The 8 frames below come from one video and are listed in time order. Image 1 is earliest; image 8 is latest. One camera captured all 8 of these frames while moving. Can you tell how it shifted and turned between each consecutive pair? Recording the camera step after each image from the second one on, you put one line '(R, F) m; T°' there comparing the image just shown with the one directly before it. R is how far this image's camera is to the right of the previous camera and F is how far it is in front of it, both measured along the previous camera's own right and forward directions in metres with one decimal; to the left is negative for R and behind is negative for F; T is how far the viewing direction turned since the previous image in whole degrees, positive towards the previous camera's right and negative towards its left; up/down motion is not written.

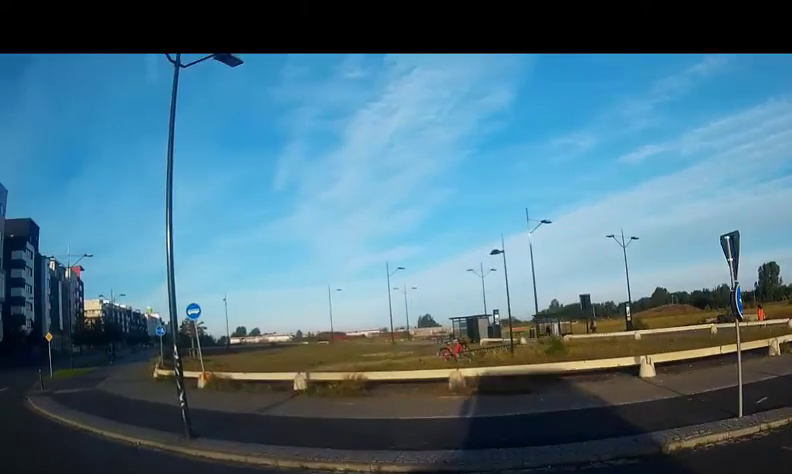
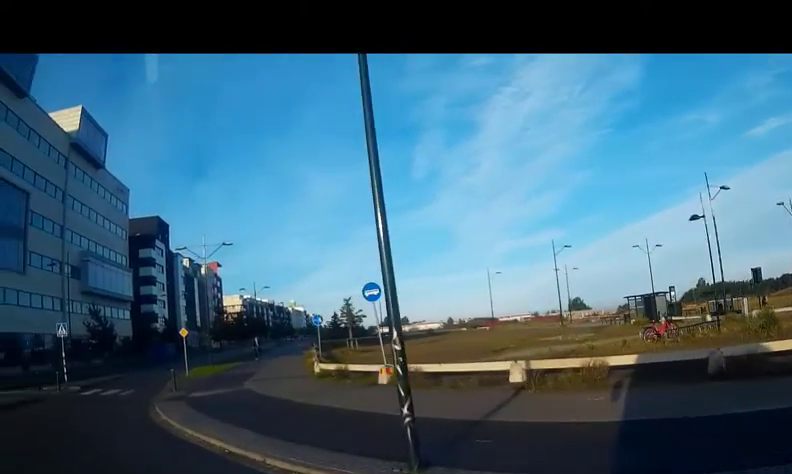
(-0.5, +2.8) m; -15°
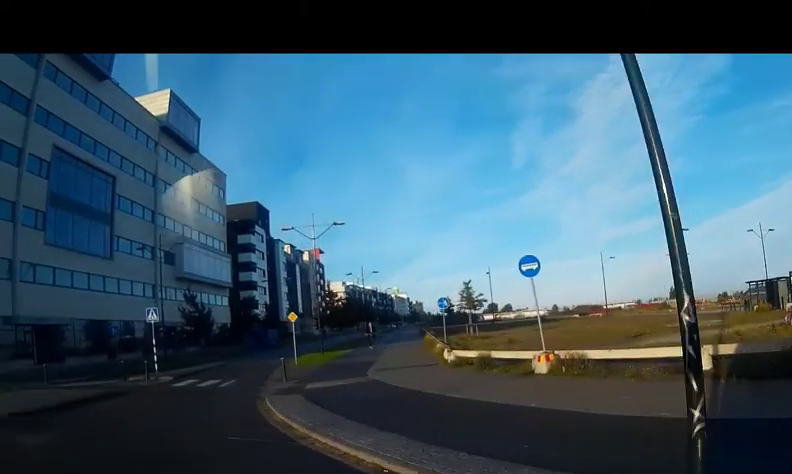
(-0.3, +2.4) m; -7°
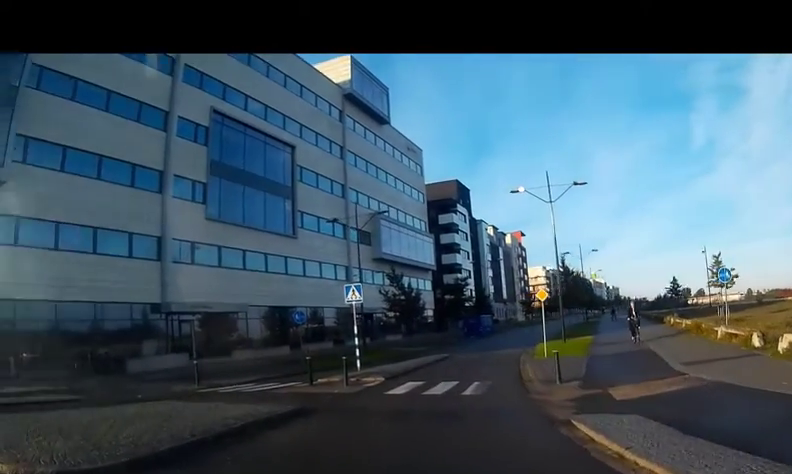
(-0.4, +6.0) m; +1°
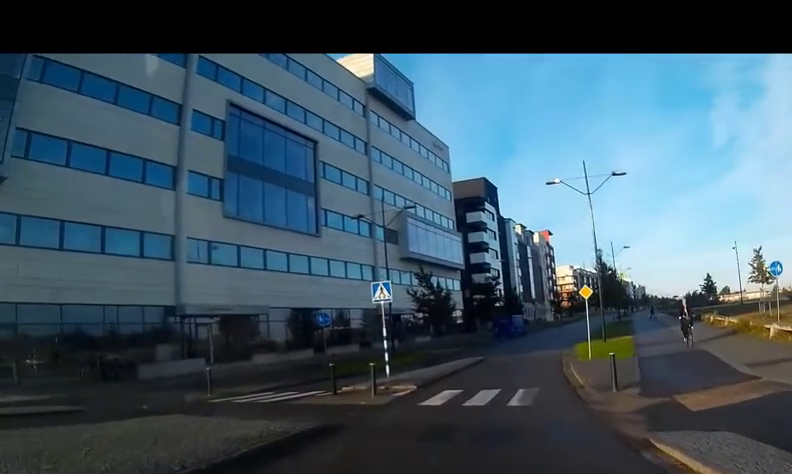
(+0.1, +1.6) m; +2°
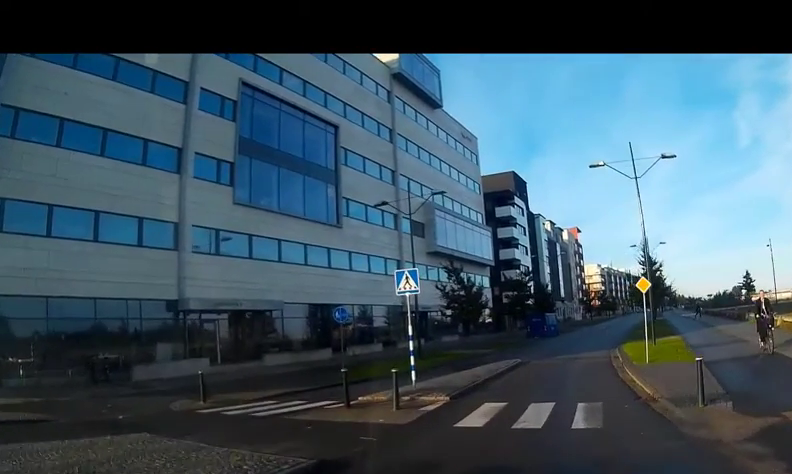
(+0.1, +2.6) m; +3°
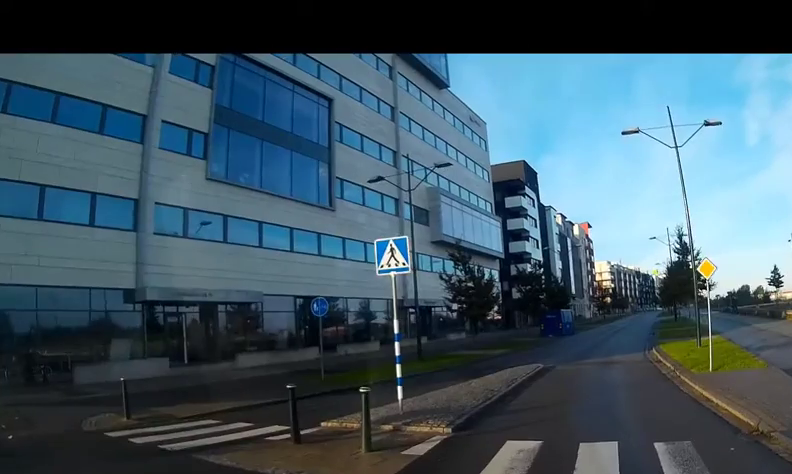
(0.0, +3.9) m; +3°
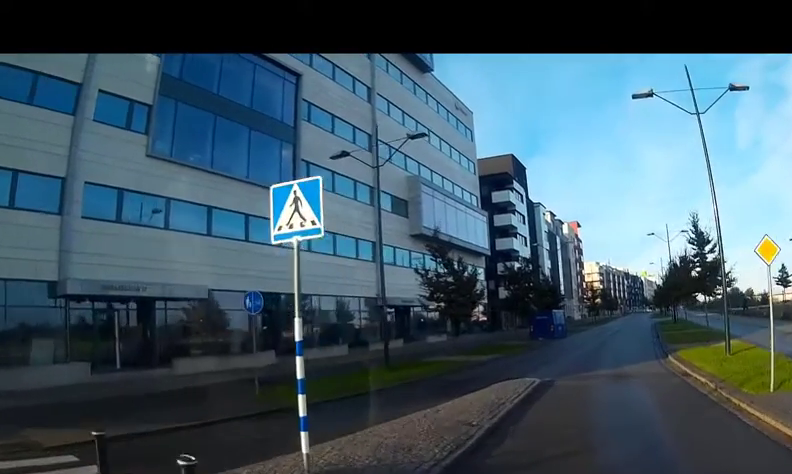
(+0.2, +3.3) m; +4°
